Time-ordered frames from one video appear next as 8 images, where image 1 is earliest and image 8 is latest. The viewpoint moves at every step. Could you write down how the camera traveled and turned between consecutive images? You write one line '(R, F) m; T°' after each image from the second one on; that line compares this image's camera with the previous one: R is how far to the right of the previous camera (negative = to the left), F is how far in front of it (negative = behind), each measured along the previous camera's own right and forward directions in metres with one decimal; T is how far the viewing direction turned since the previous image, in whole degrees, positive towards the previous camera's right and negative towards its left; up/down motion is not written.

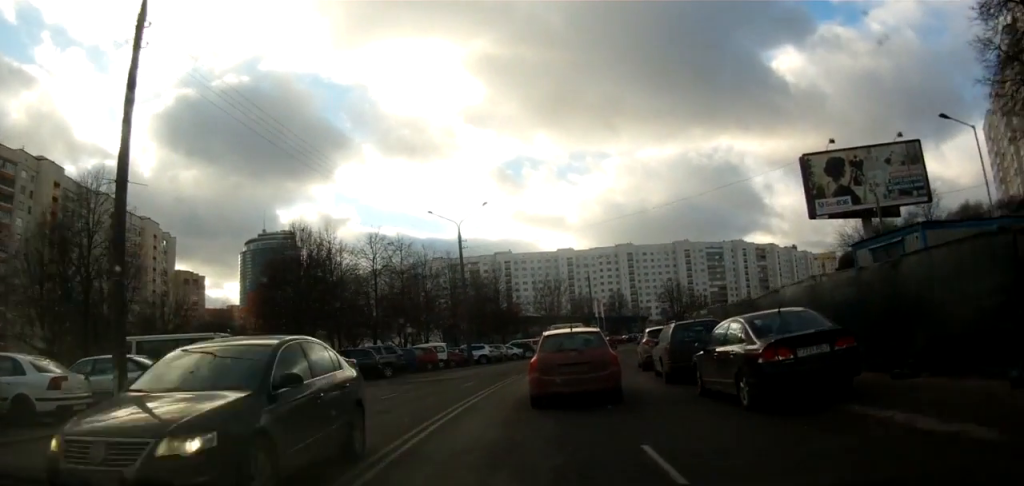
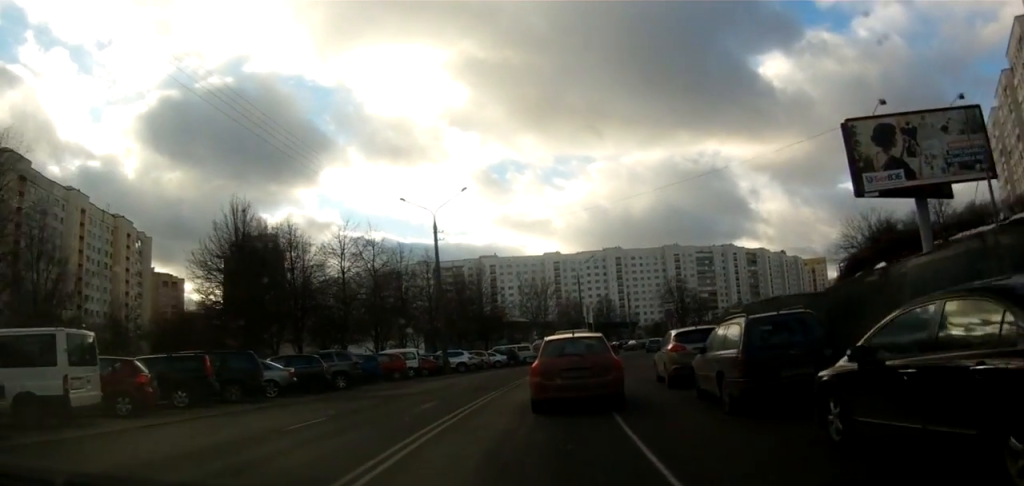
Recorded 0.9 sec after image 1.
(+0.1, +6.1) m; +1°
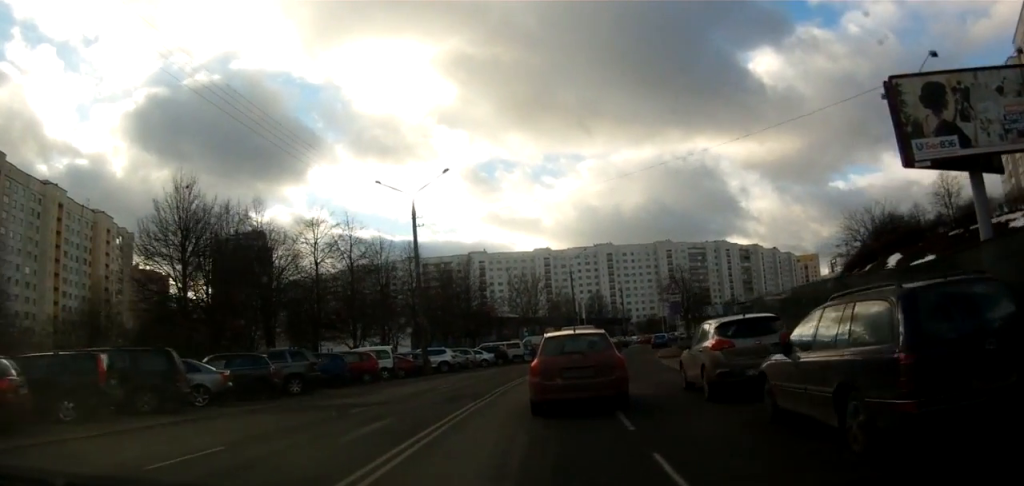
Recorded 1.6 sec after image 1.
(0.0, +4.4) m; 0°
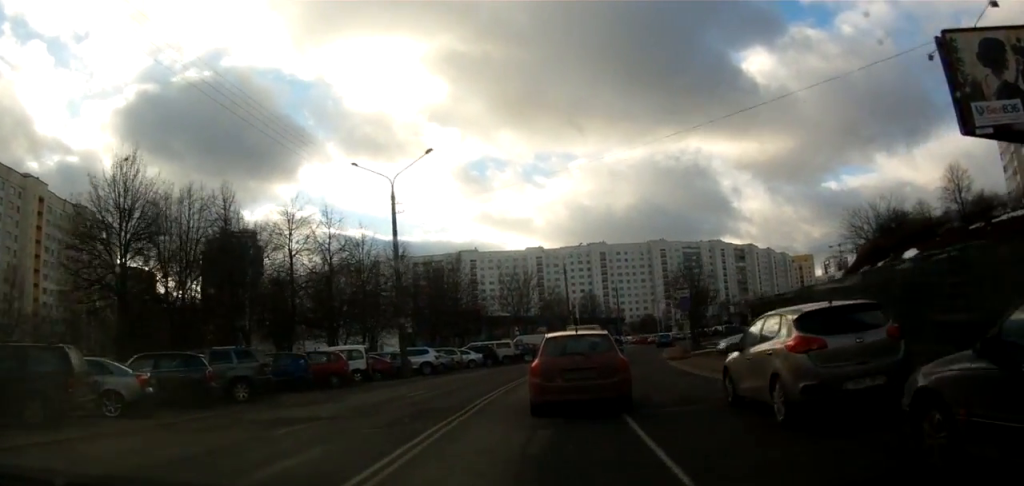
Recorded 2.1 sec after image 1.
(0.0, +3.8) m; 0°
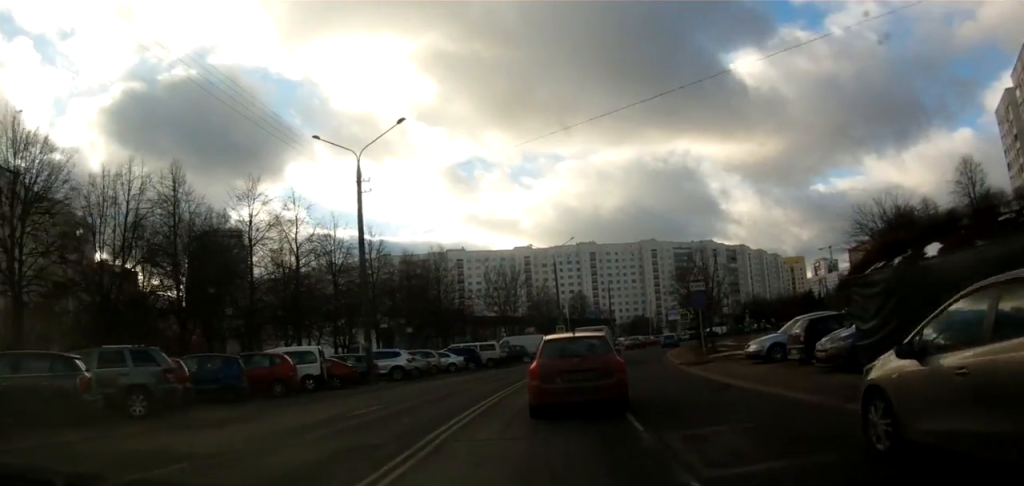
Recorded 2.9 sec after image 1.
(0.0, +5.3) m; 0°
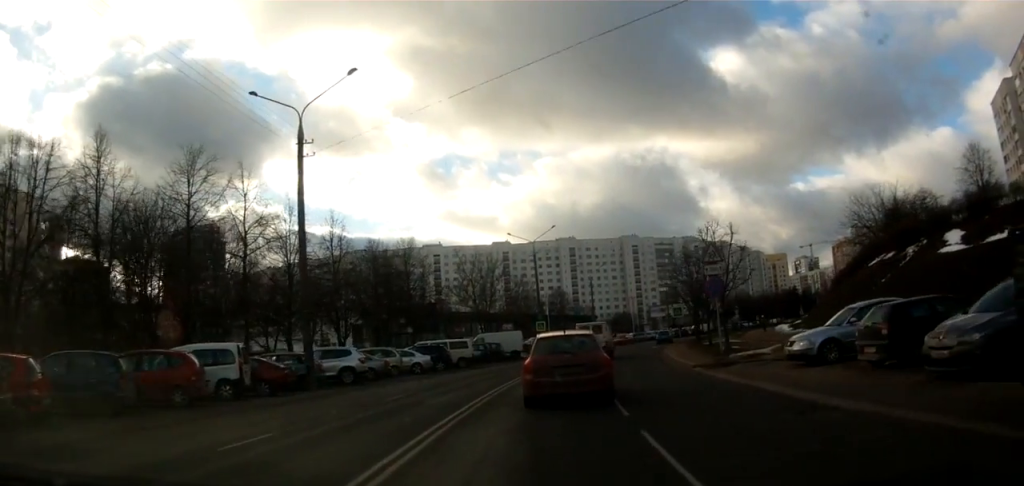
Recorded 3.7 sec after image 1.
(0.0, +6.0) m; +4°
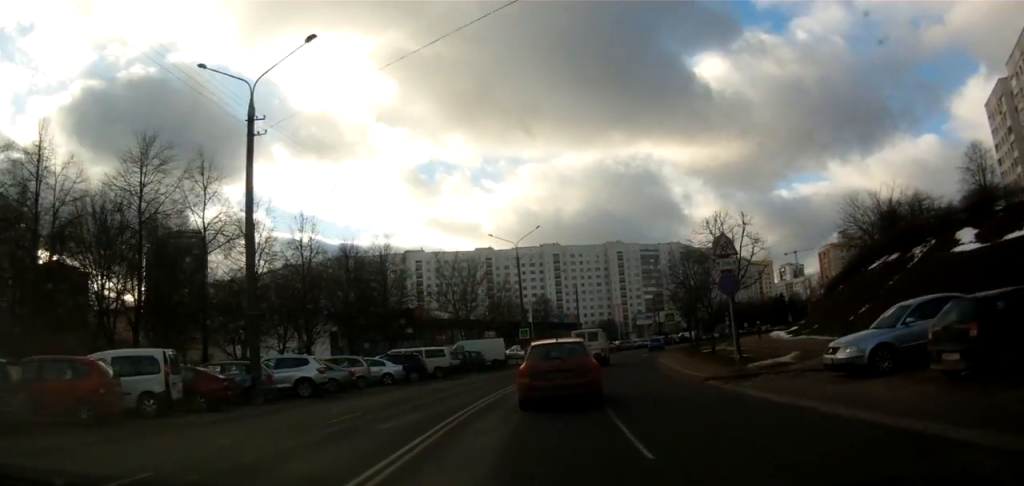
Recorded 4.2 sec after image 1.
(+0.1, +3.5) m; +5°
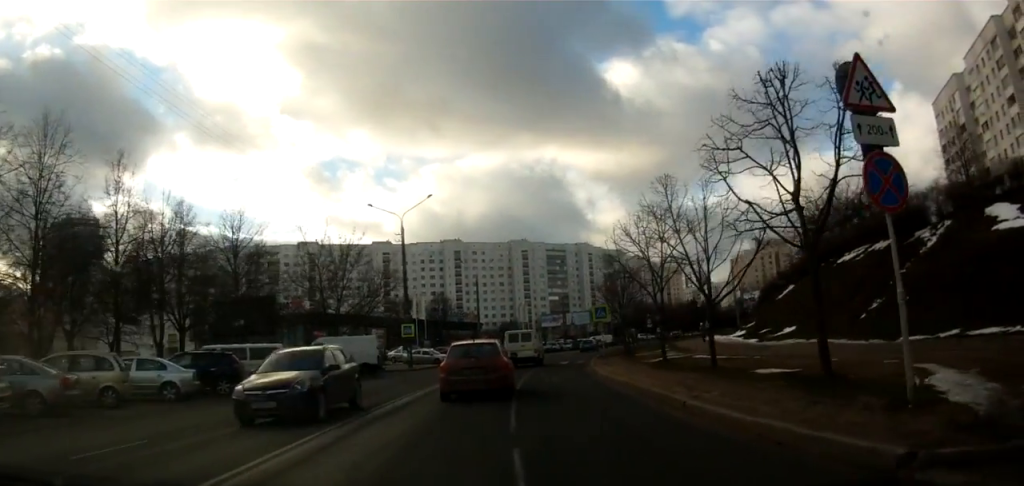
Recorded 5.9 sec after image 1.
(+2.5, +13.2) m; +13°
